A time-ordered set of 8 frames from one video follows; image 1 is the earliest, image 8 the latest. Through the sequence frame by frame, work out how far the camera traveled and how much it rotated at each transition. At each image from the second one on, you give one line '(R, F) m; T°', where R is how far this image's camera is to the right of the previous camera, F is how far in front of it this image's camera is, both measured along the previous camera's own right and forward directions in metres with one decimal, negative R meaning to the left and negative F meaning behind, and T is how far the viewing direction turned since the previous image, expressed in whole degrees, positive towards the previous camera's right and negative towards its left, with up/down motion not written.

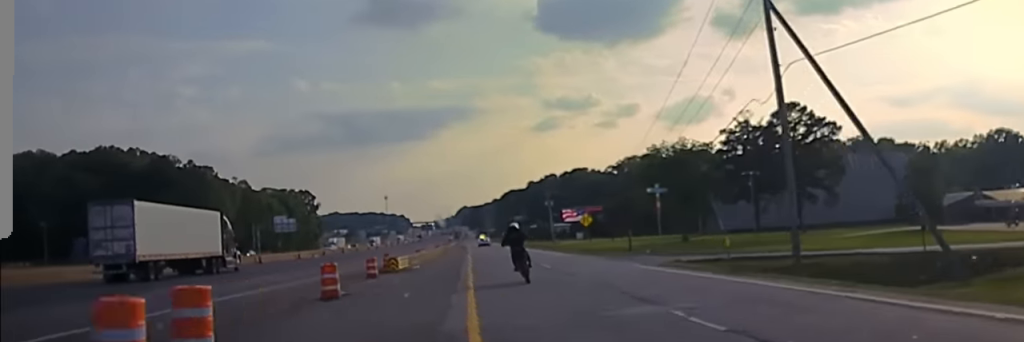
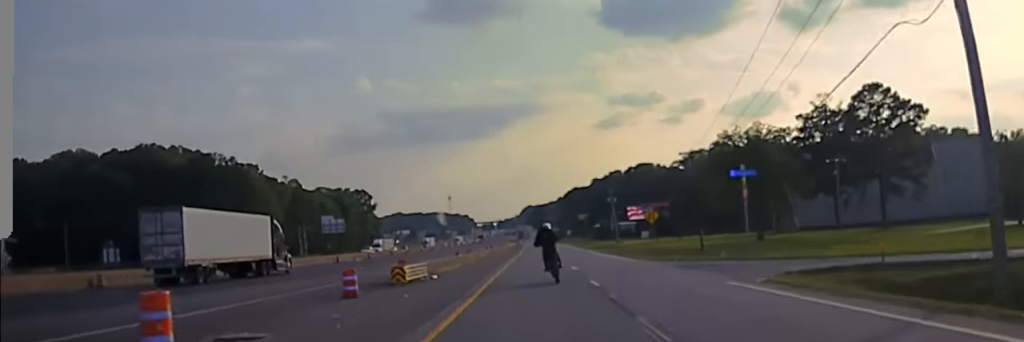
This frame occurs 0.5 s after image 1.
(0.0, +10.7) m; -1°
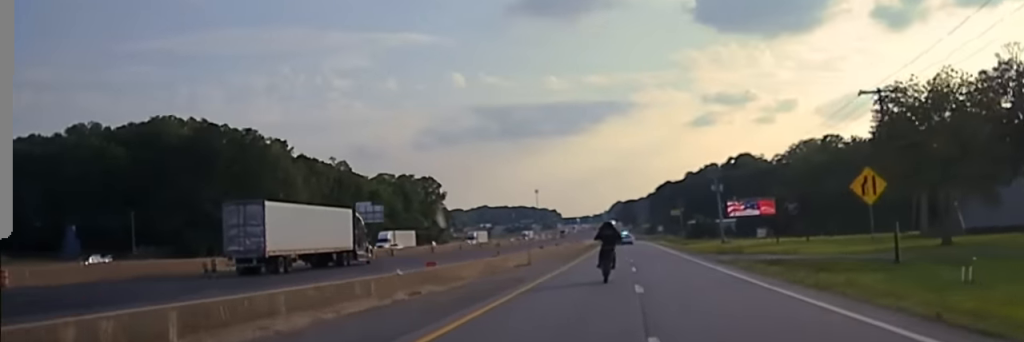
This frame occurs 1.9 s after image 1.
(-1.5, +35.5) m; -4°
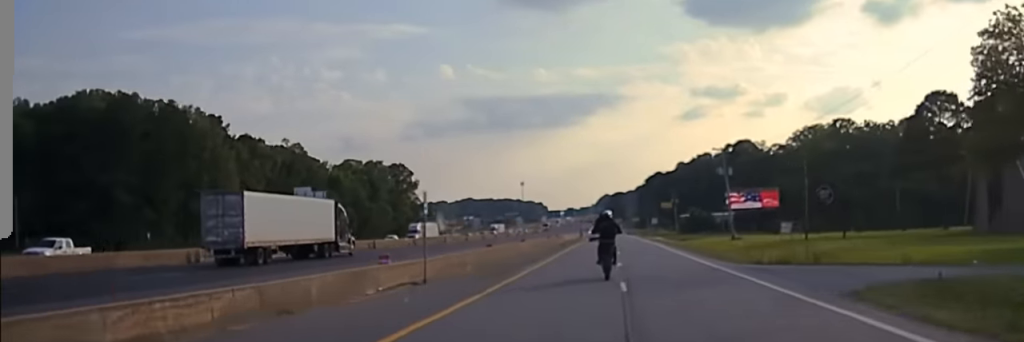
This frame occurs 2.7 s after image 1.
(-0.2, +24.3) m; 0°
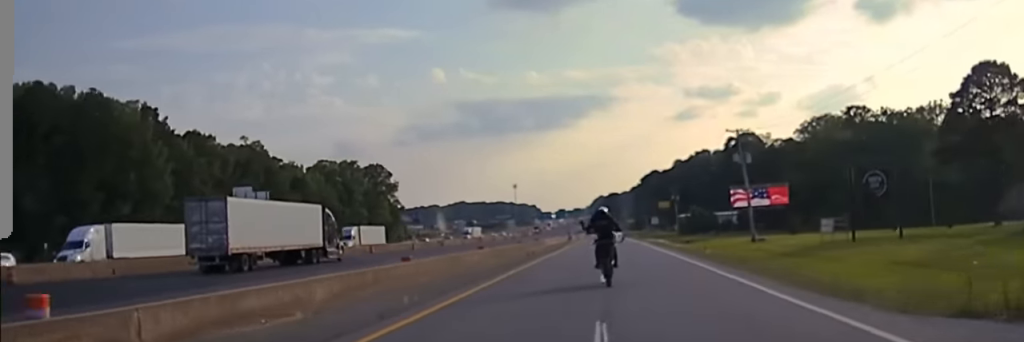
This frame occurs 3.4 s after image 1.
(0.0, +20.2) m; 0°
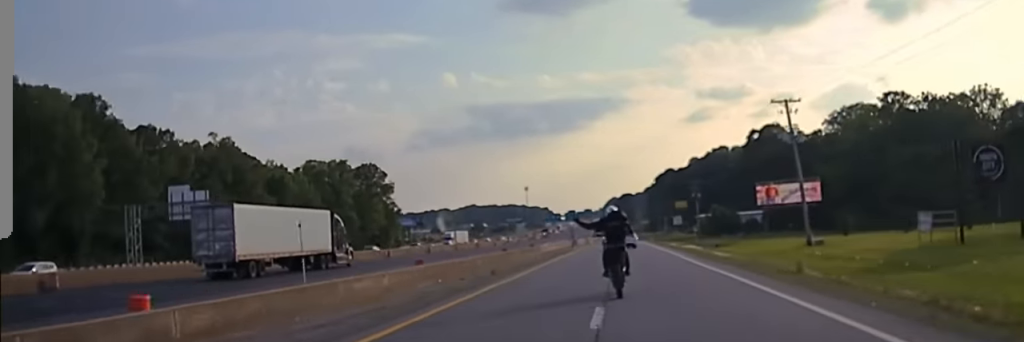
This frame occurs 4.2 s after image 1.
(0.0, +21.2) m; 0°
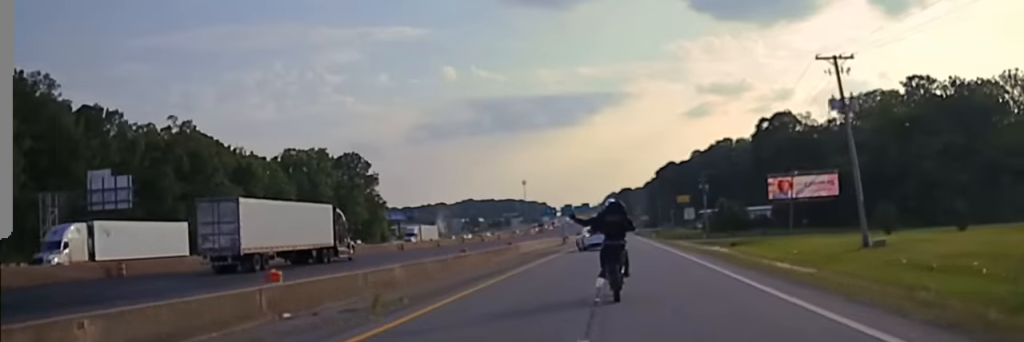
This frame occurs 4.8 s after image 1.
(0.0, +16.6) m; 0°
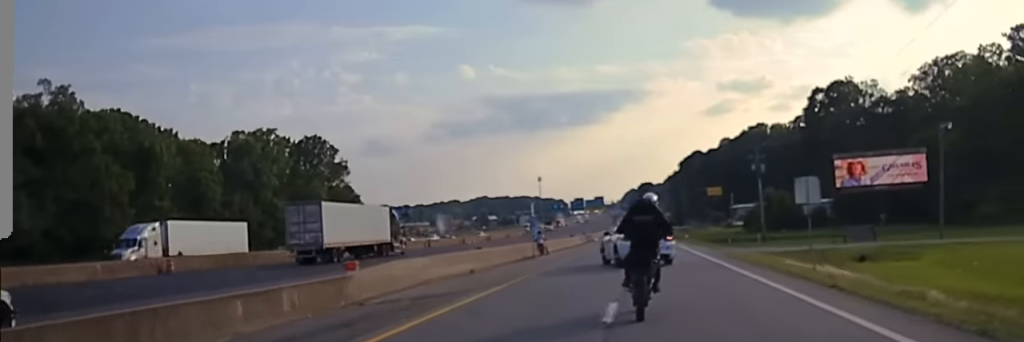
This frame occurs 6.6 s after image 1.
(-0.2, +45.6) m; 0°
